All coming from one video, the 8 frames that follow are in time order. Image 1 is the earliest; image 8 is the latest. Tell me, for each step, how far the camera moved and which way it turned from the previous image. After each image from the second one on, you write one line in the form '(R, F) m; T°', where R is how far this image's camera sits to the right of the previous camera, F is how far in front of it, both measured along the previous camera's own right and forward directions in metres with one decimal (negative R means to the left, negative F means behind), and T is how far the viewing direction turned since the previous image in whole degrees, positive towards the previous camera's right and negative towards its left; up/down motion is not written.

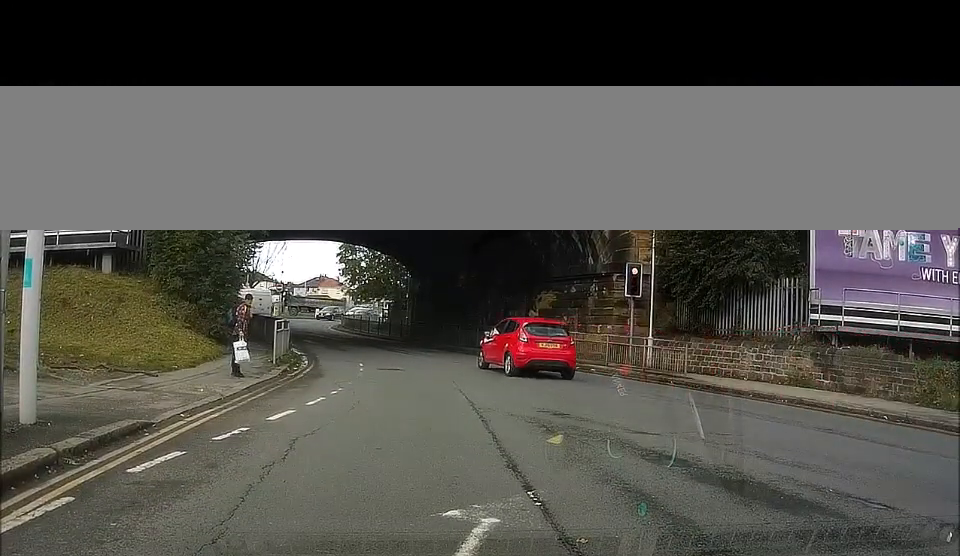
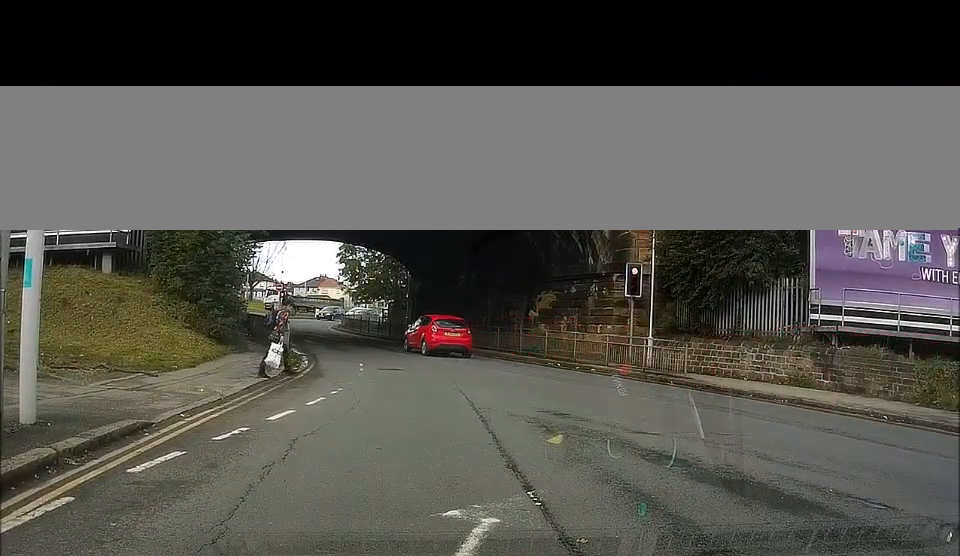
(0.0, 0.0) m; 0°
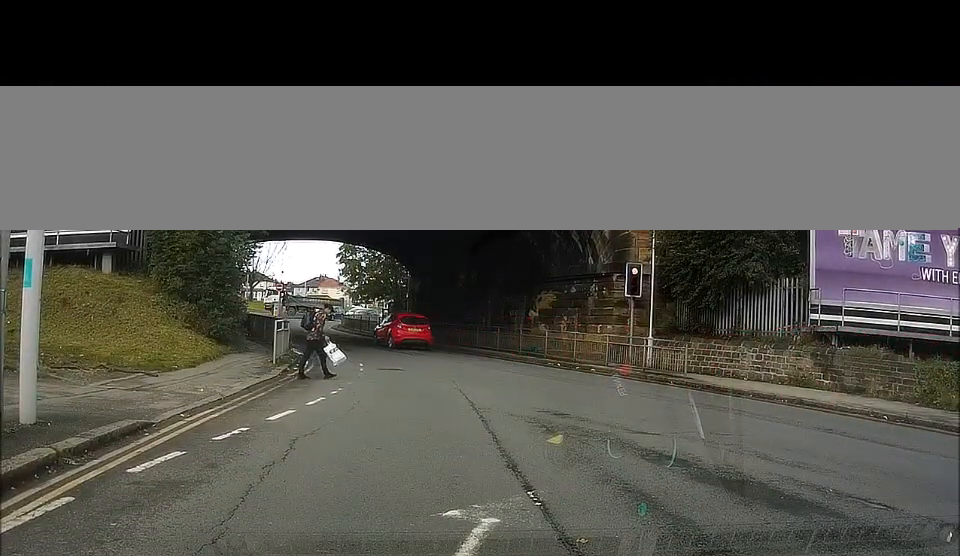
(0.0, 0.0) m; 0°
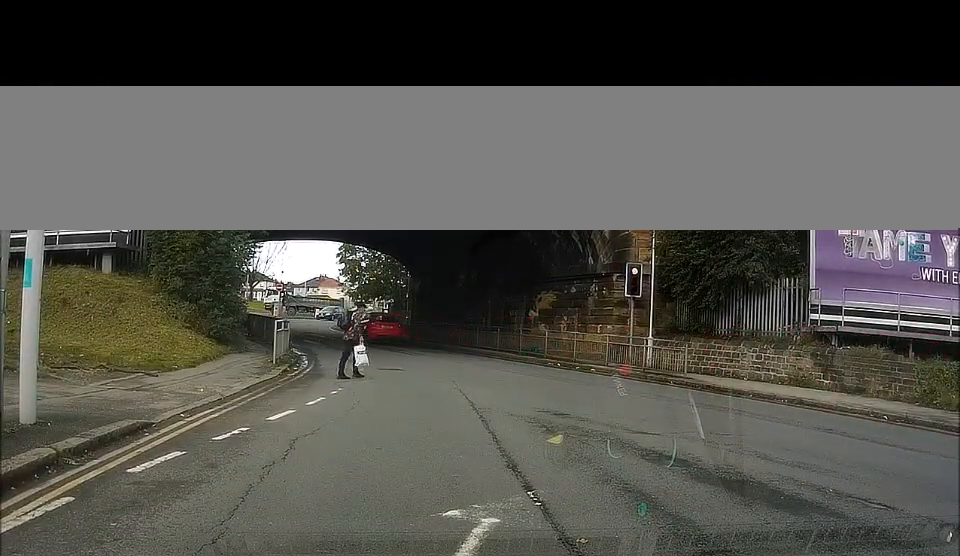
(0.0, 0.0) m; 0°
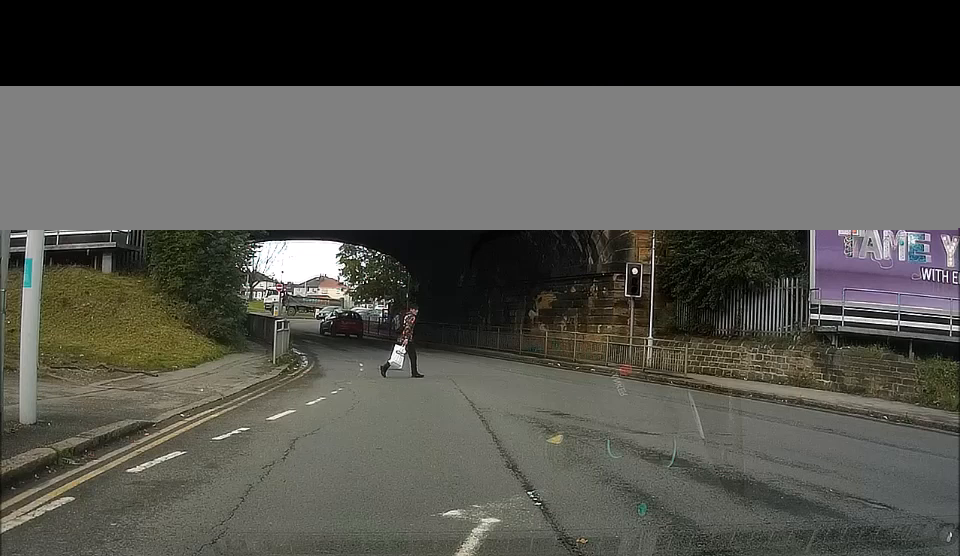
(0.0, 0.0) m; 0°
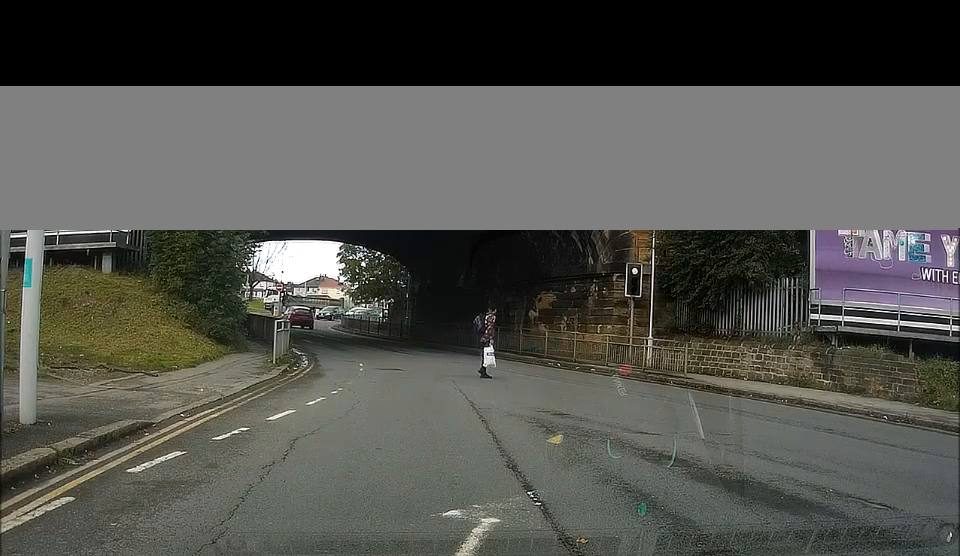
(0.0, 0.0) m; 0°
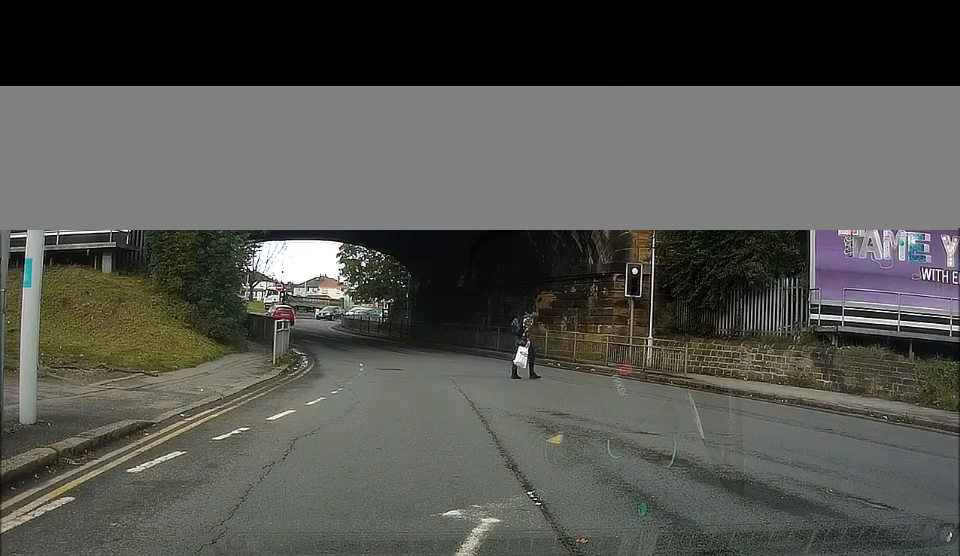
(0.0, 0.0) m; 0°
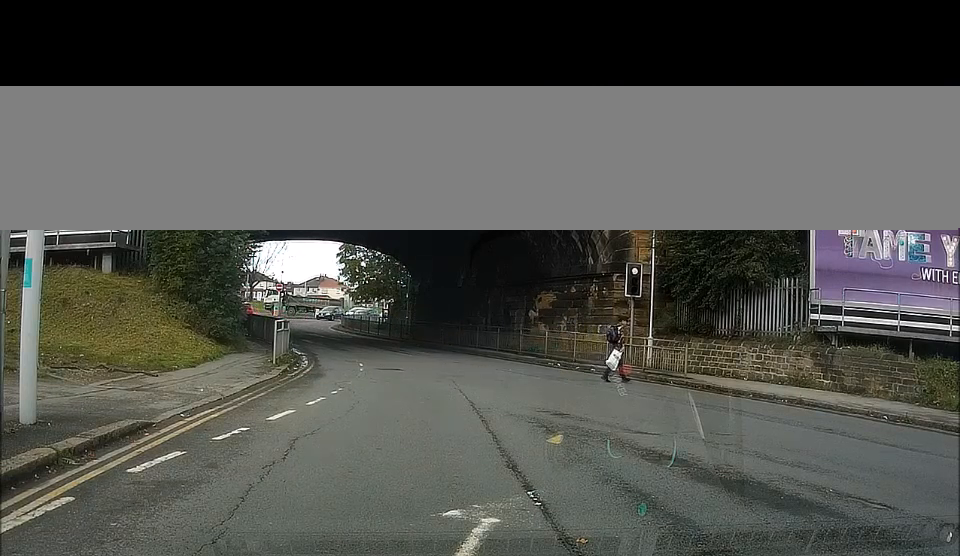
(0.0, 0.0) m; 0°
